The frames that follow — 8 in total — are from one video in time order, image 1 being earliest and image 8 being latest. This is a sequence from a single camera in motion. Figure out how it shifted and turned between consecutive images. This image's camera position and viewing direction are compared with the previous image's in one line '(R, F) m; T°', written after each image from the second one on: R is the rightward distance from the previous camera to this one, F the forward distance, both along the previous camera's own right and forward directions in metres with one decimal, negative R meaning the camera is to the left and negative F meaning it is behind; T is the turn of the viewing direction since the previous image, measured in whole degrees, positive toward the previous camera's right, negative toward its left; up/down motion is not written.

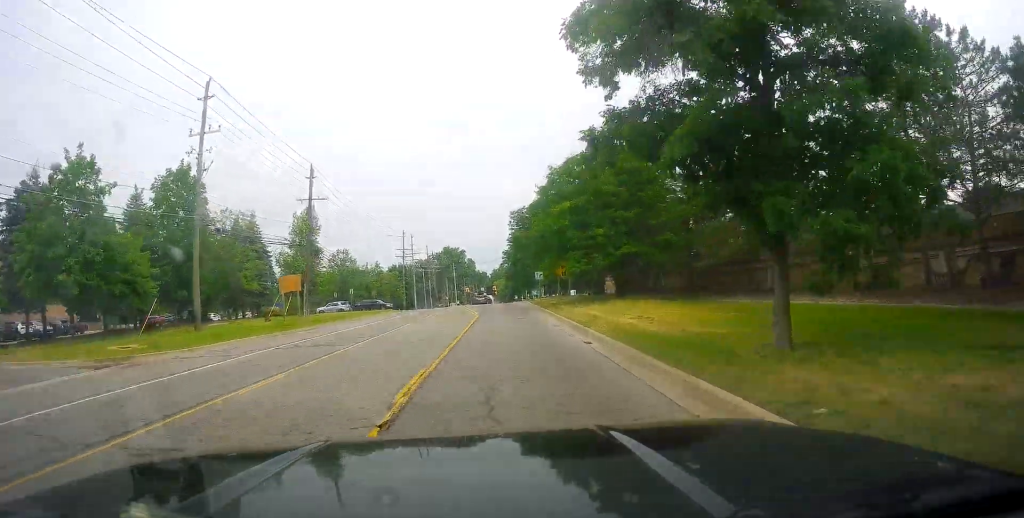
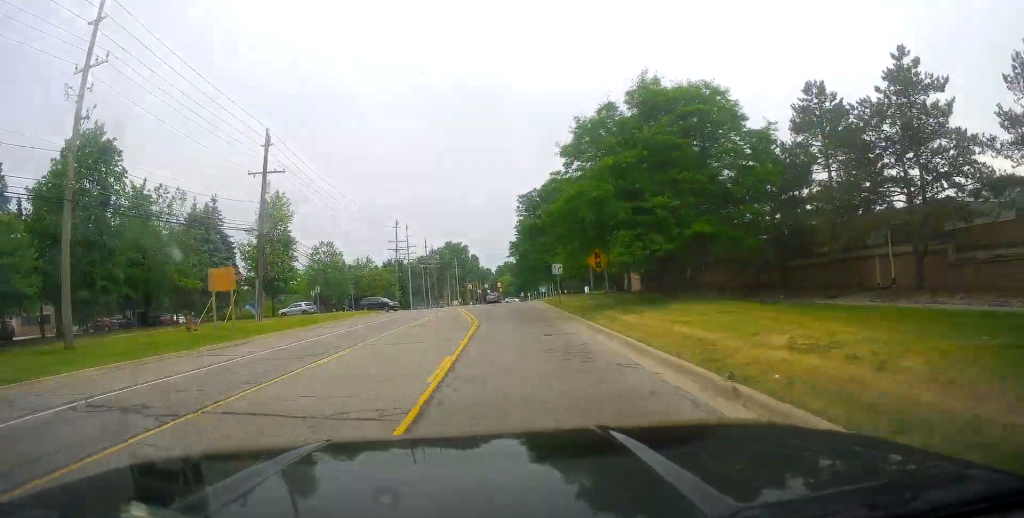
(0.0, +12.5) m; -1°
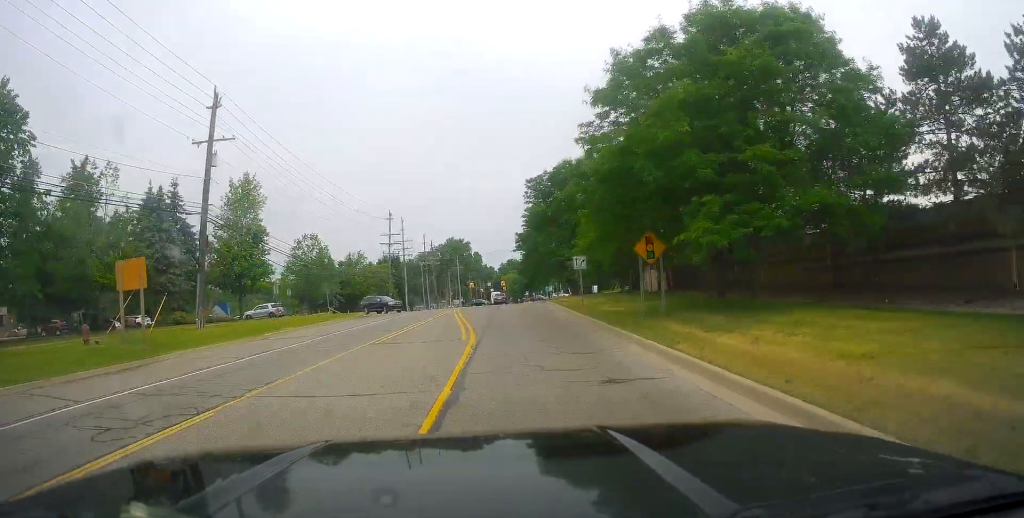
(-0.2, +9.5) m; -2°
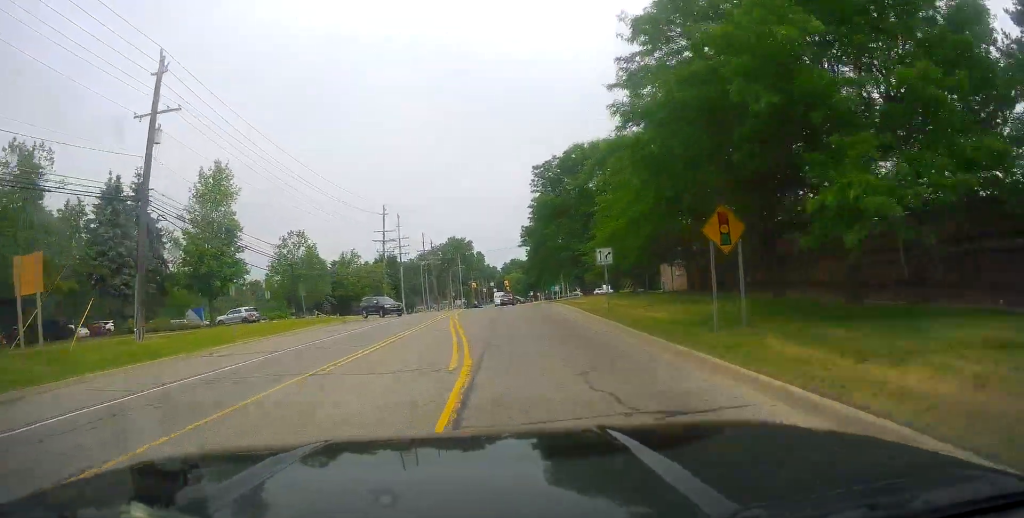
(0.0, +6.9) m; -1°
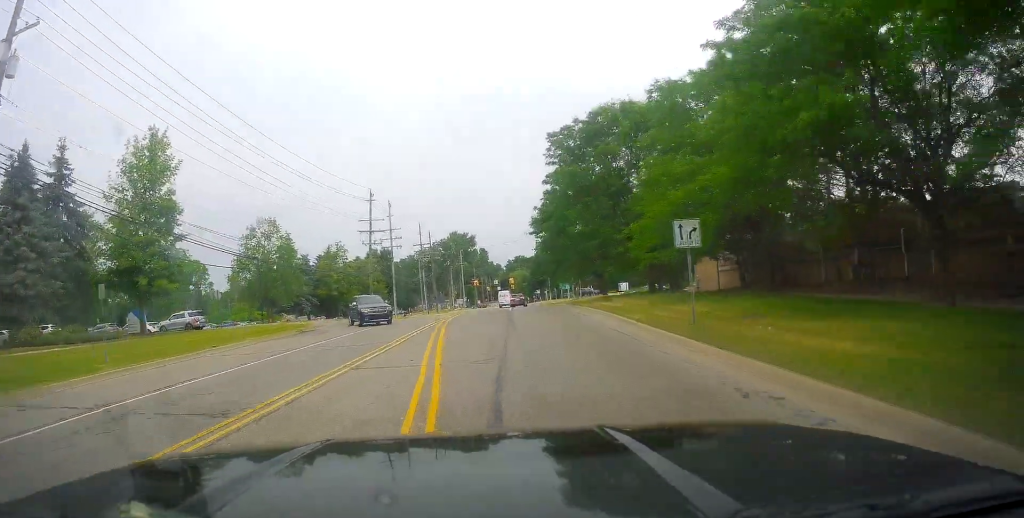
(-0.3, +11.4) m; -1°
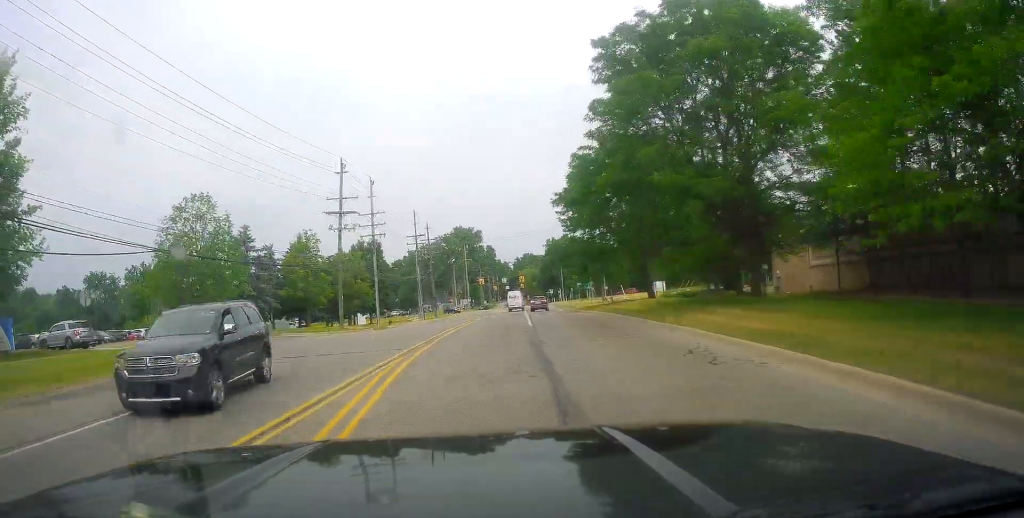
(-0.2, +16.9) m; +1°
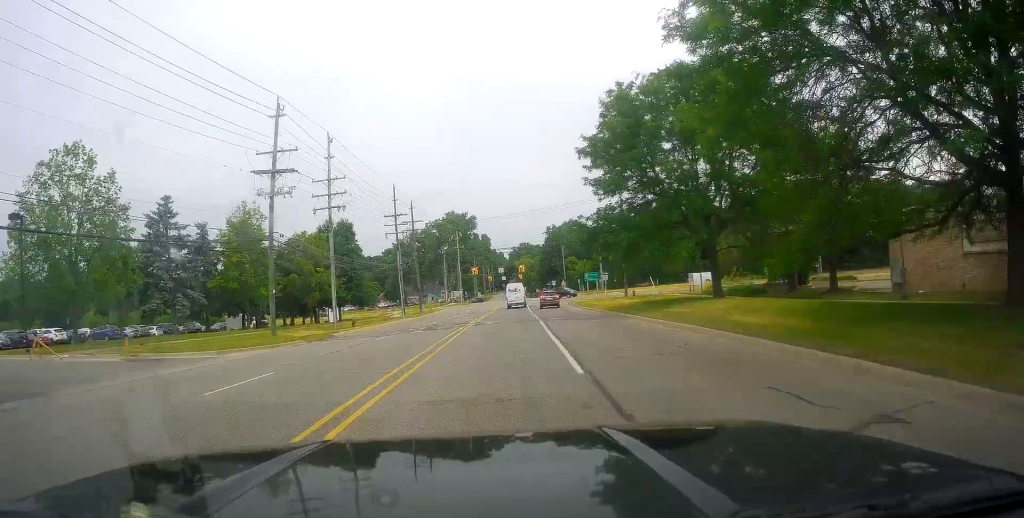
(+0.4, +16.2) m; +3°
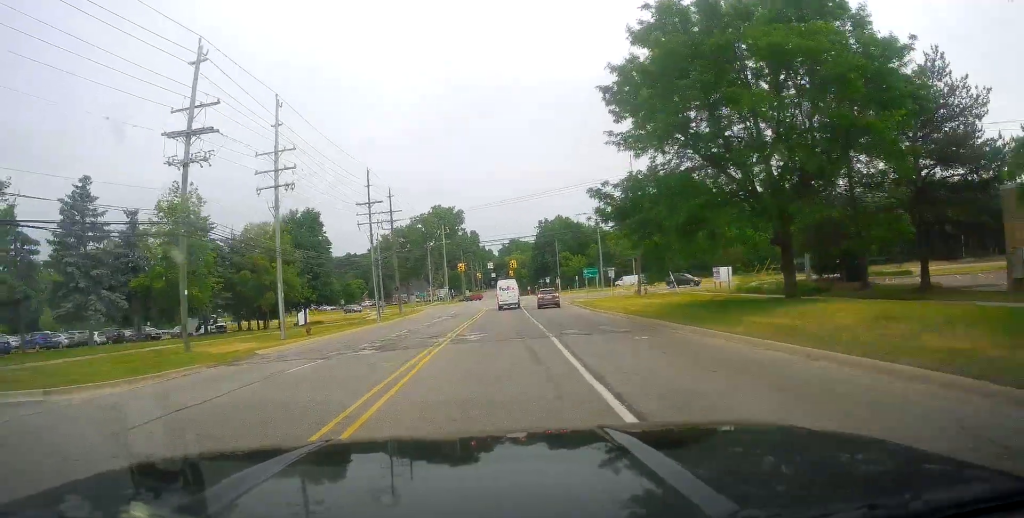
(+0.3, +10.3) m; -1°
